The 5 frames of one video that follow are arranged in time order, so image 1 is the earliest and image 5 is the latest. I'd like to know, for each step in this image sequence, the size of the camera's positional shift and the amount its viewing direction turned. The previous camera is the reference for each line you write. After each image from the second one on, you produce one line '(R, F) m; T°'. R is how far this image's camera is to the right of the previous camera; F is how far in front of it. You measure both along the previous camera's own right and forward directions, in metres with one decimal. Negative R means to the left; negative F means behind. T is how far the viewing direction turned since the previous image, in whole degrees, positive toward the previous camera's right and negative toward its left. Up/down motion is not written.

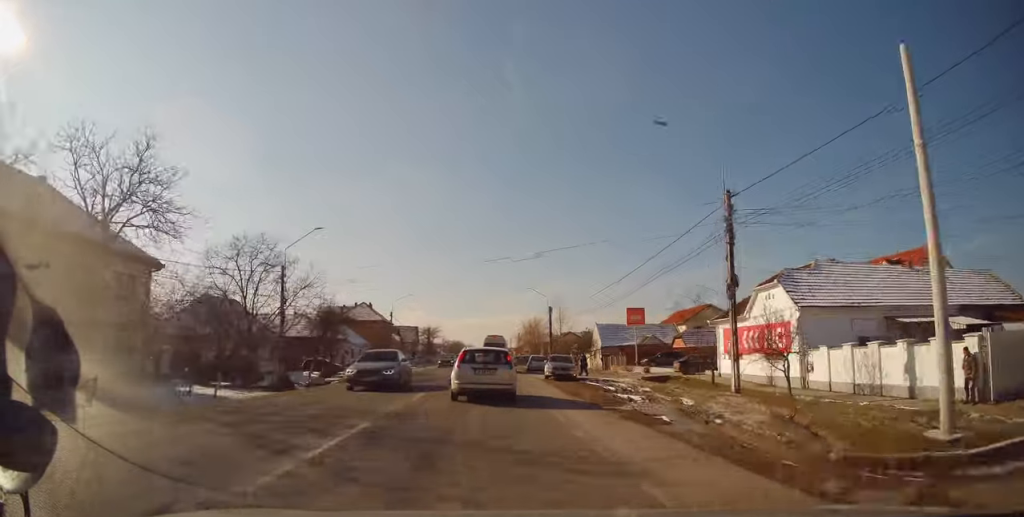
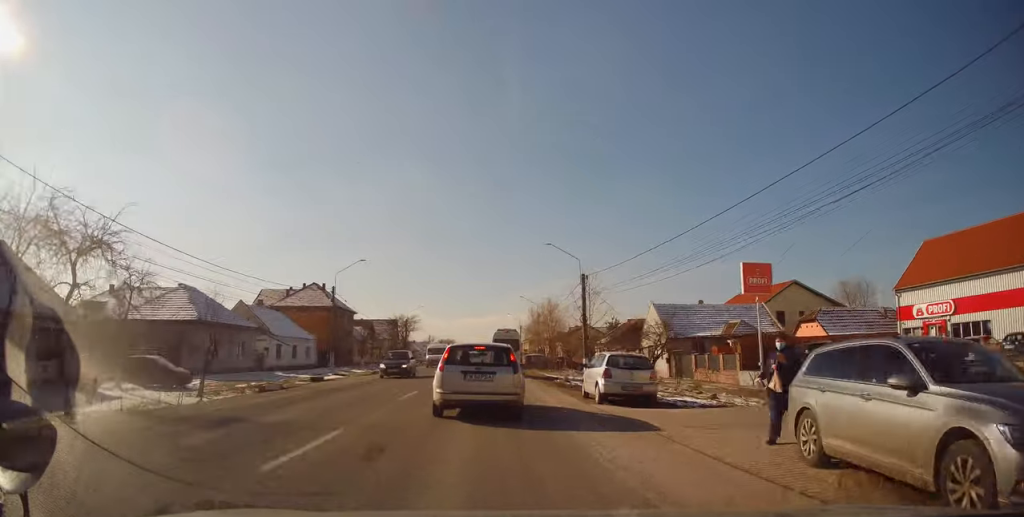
(+0.3, +27.2) m; 0°
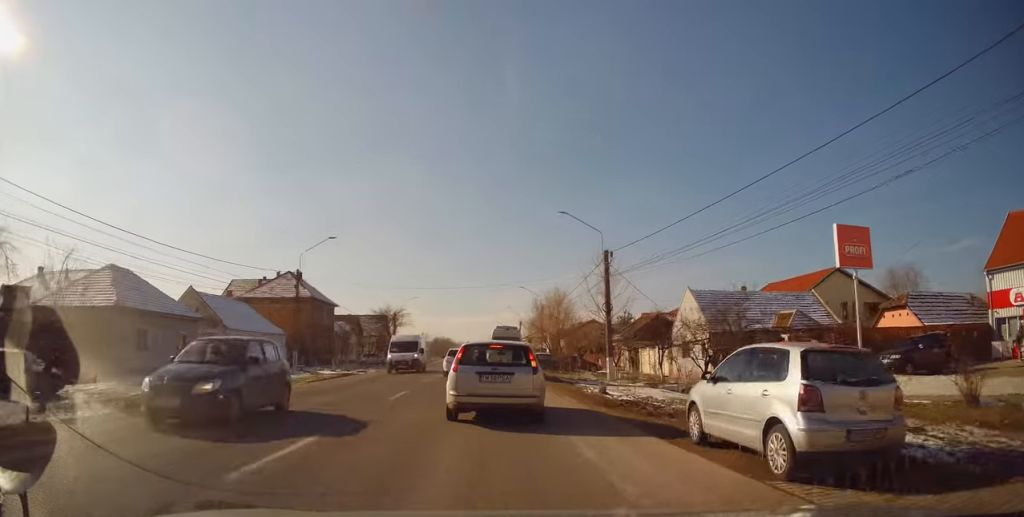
(-0.1, +9.4) m; 0°
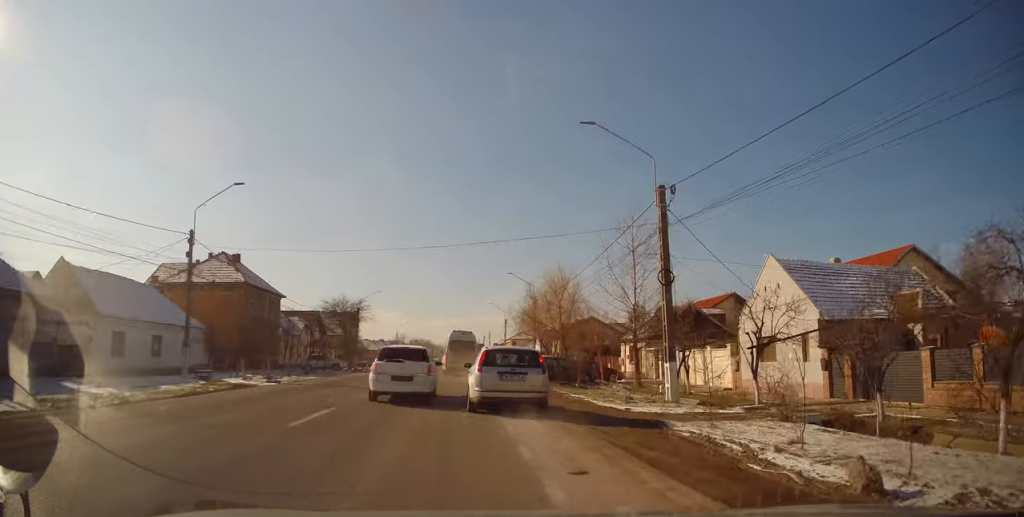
(+0.6, +15.3) m; +4°
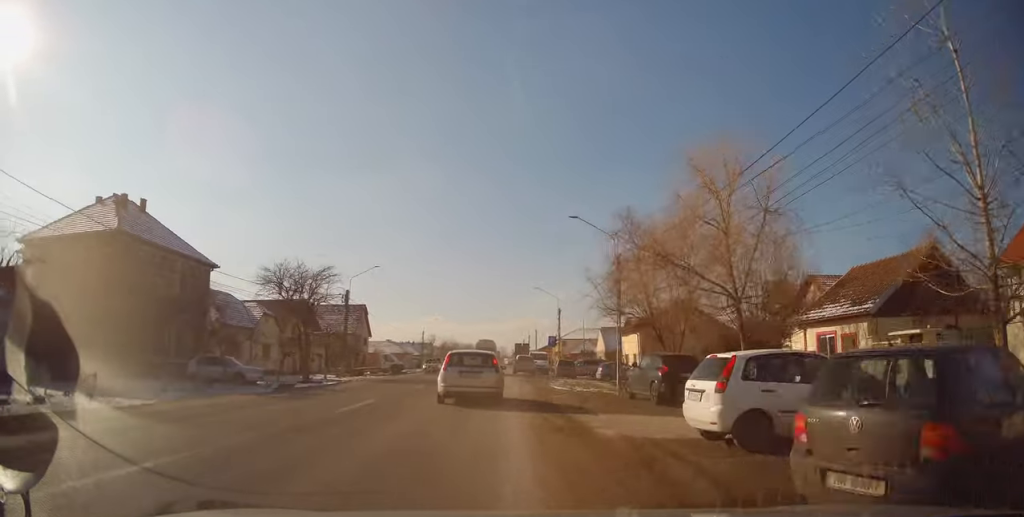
(-1.8, +24.0) m; -6°
